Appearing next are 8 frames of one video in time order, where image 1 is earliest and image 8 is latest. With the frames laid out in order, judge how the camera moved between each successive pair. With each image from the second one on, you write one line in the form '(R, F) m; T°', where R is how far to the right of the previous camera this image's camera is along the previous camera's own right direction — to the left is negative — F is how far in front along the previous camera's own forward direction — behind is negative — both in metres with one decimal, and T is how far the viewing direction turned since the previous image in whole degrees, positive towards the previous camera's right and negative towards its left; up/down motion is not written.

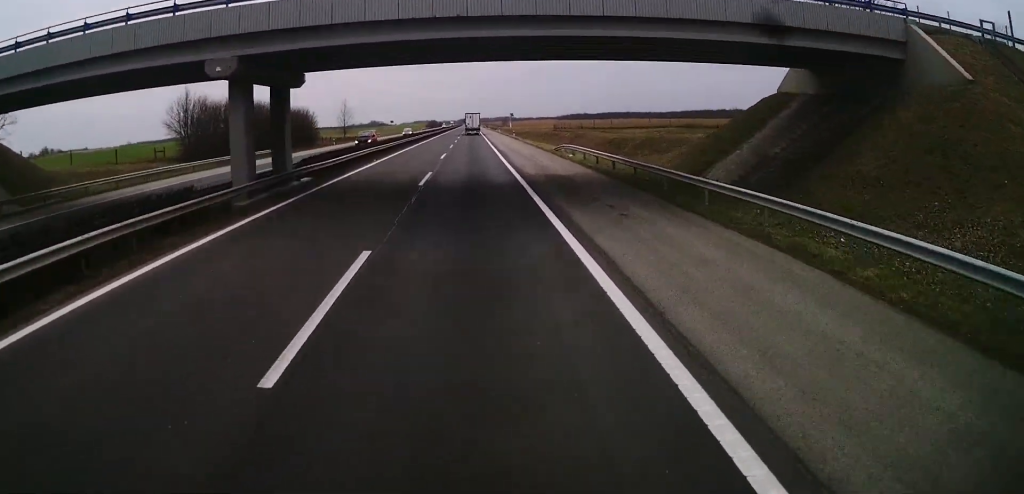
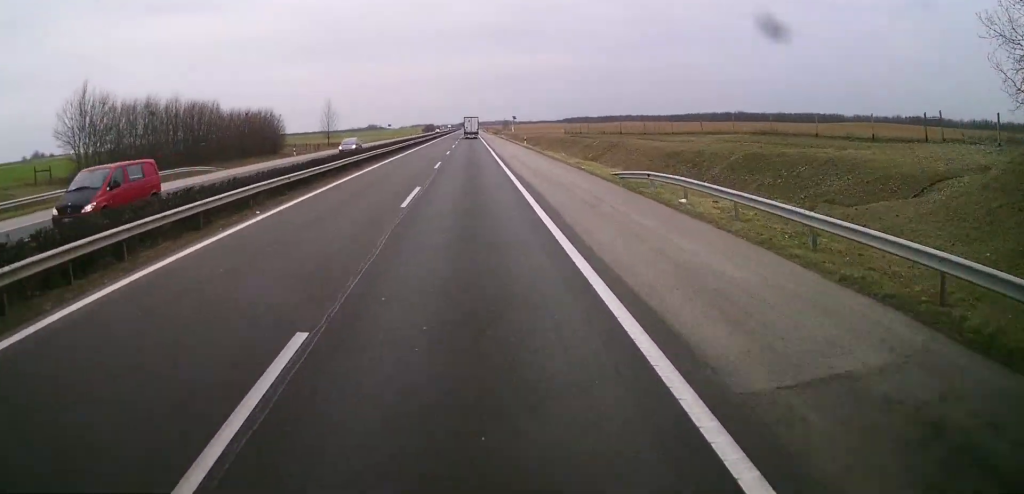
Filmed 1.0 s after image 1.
(0.0, +22.3) m; -1°
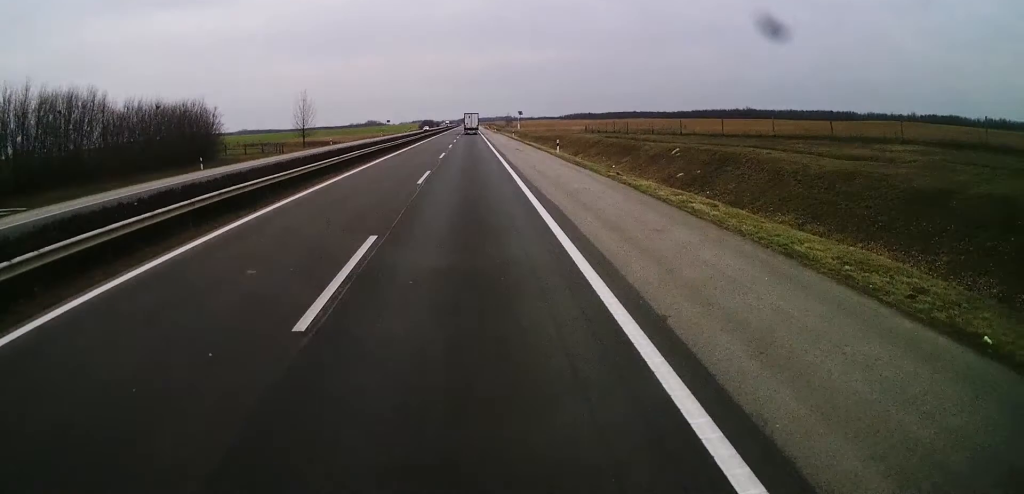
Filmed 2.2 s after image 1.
(-0.3, +28.5) m; 0°
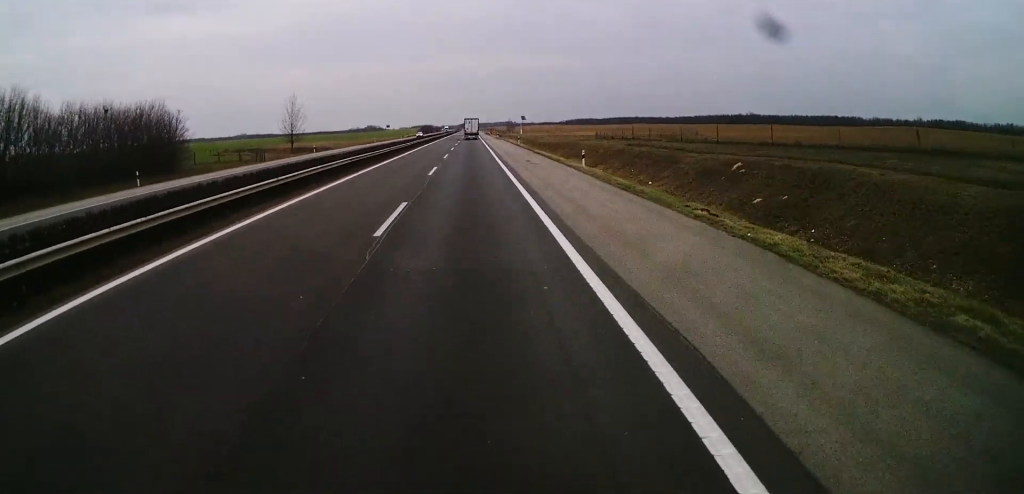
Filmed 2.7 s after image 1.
(-0.1, +10.8) m; 0°
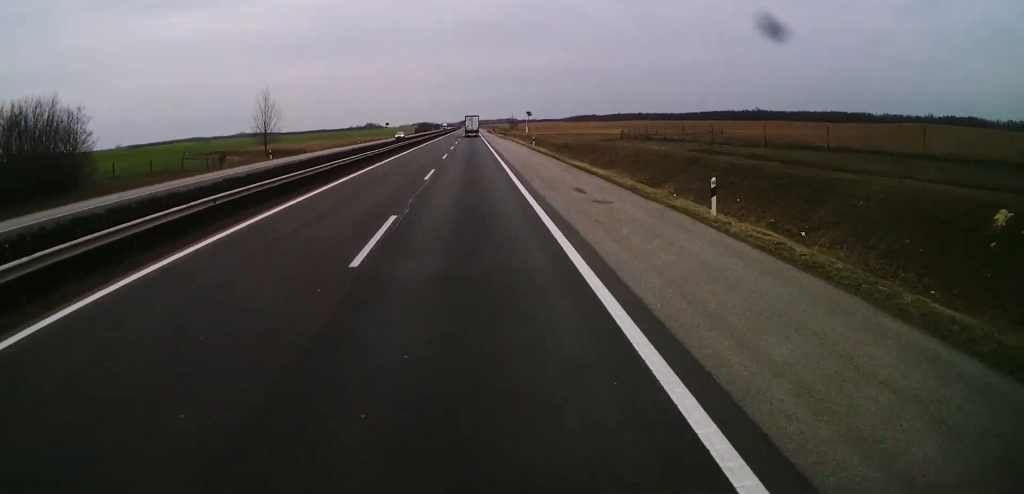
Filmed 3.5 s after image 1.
(+0.3, +20.0) m; +1°
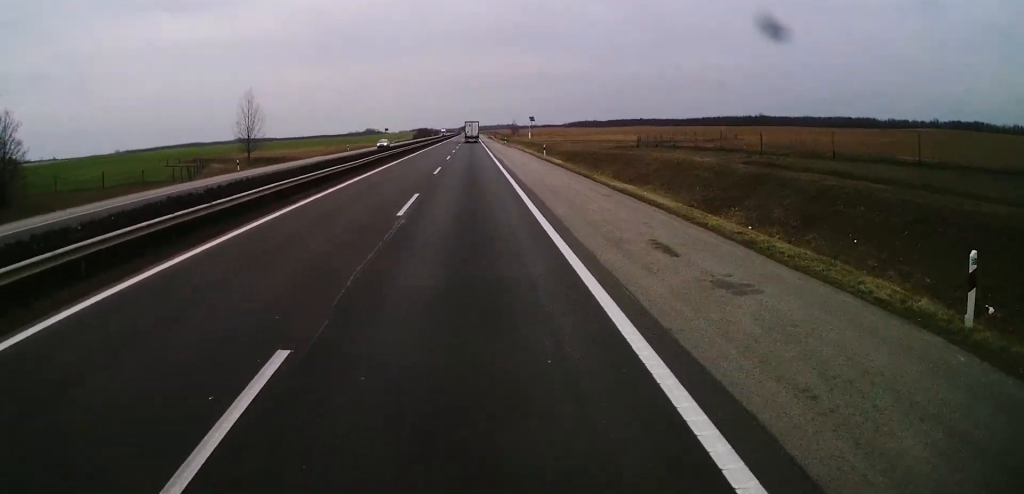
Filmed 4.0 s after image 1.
(0.0, +10.0) m; 0°
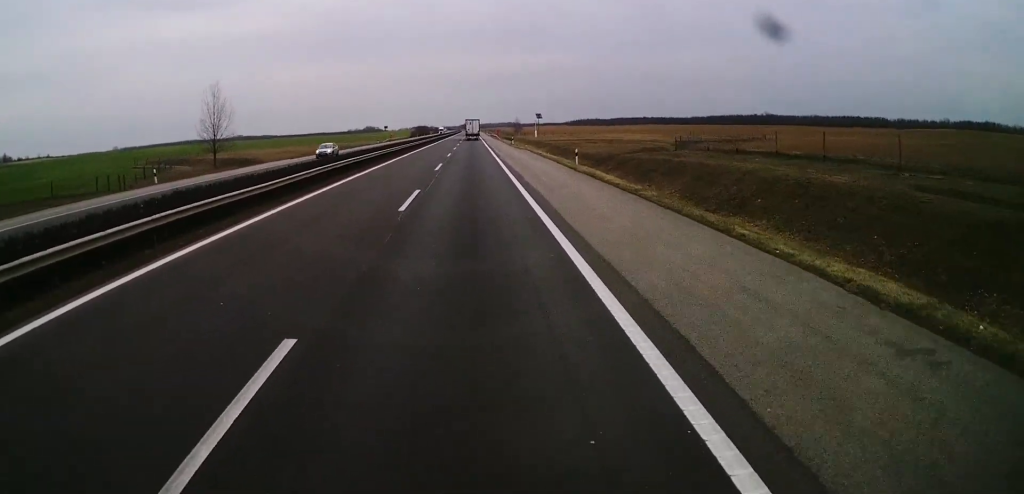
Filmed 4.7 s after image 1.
(0.0, +16.9) m; 0°
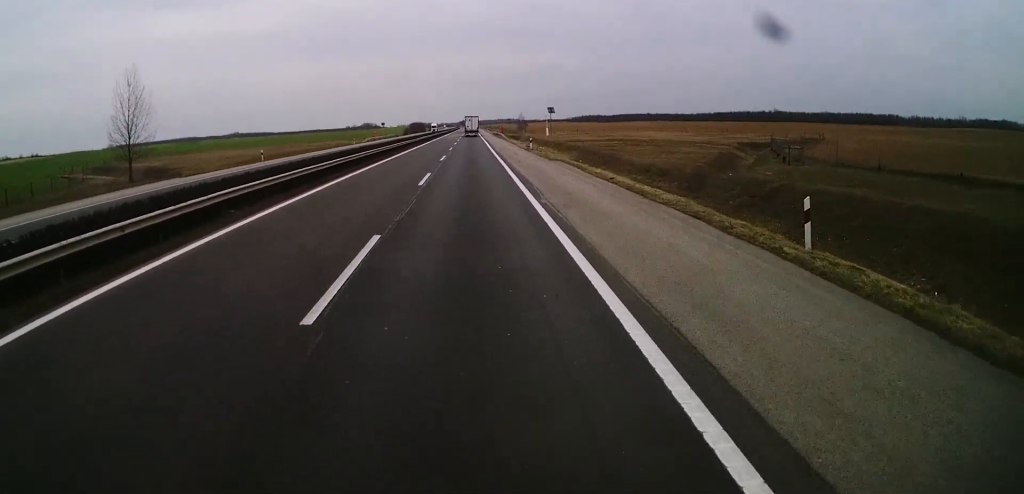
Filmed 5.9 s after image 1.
(+0.1, +27.5) m; 0°
